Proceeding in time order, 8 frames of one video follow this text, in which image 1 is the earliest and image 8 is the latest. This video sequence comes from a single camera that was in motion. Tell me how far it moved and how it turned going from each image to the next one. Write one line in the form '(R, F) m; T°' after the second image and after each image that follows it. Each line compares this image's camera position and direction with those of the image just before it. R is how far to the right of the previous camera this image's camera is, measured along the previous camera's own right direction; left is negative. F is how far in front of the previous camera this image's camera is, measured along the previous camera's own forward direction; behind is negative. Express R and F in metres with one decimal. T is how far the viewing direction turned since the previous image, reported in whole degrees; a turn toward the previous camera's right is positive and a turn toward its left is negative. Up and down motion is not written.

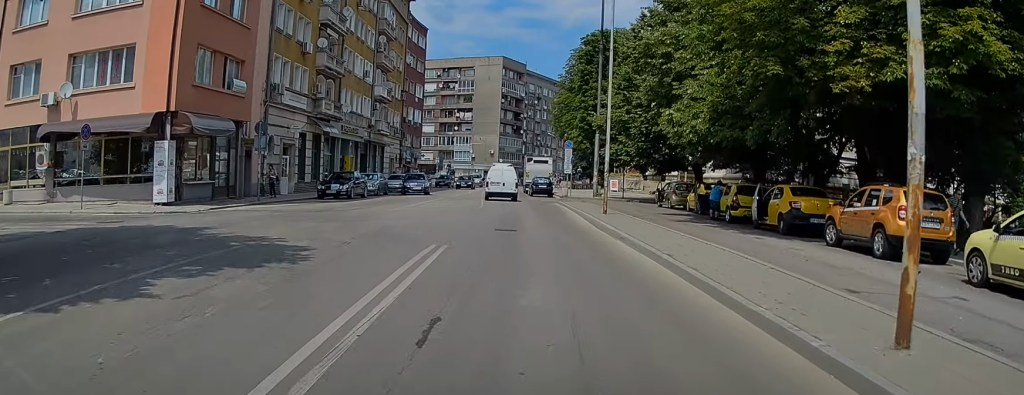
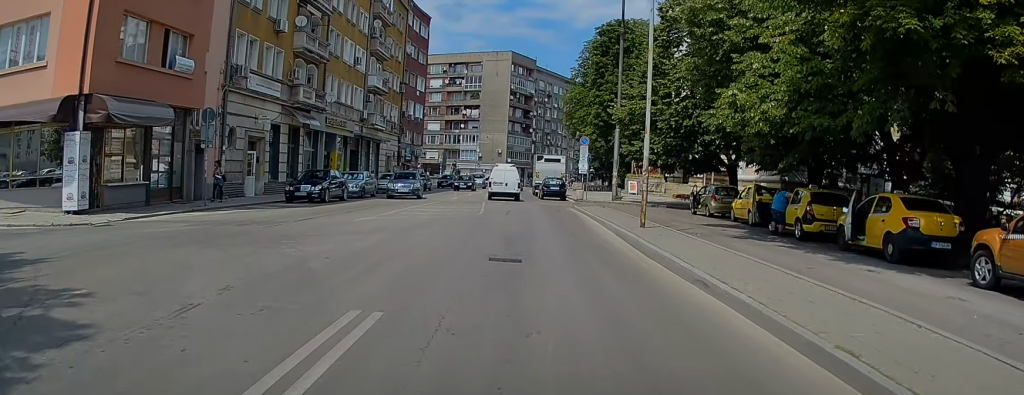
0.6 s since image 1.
(0.0, +6.4) m; -2°
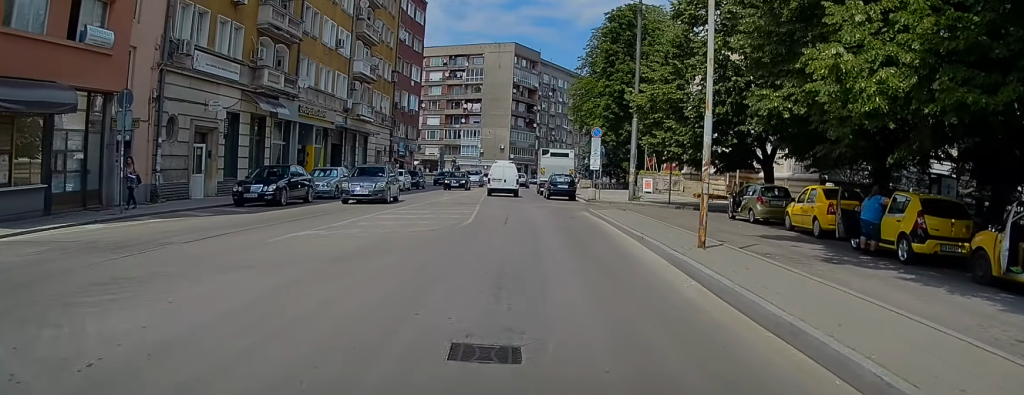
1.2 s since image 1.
(-0.2, +6.0) m; -1°
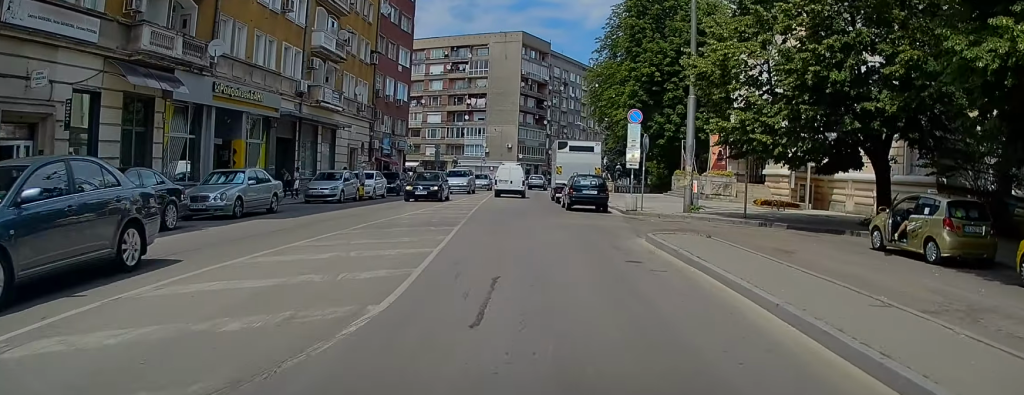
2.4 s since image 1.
(-0.2, +11.8) m; -1°
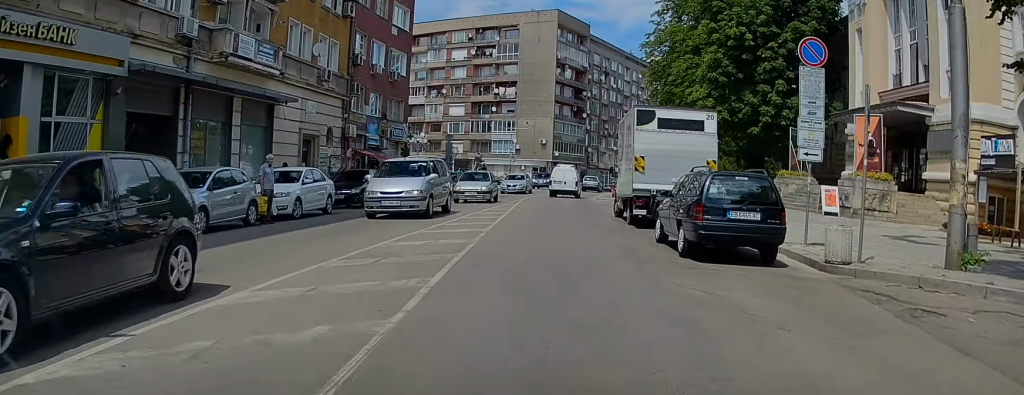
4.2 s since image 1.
(-0.2, +16.2) m; -1°
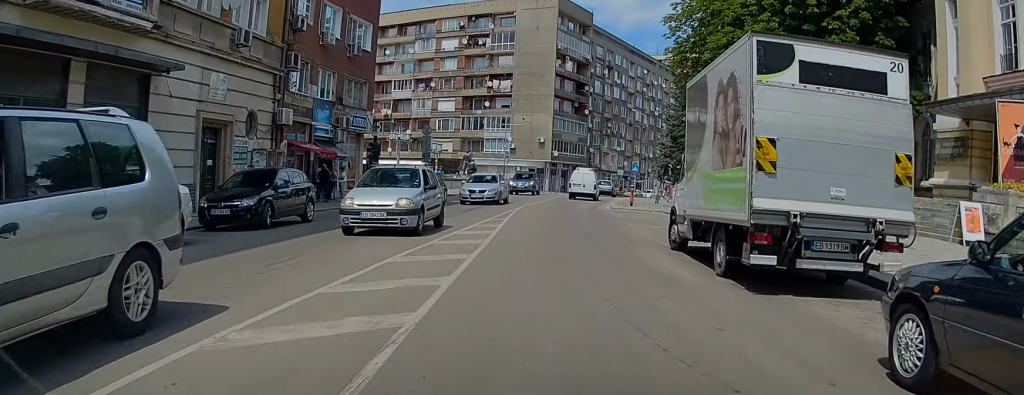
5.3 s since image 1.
(+0.1, +10.1) m; +1°
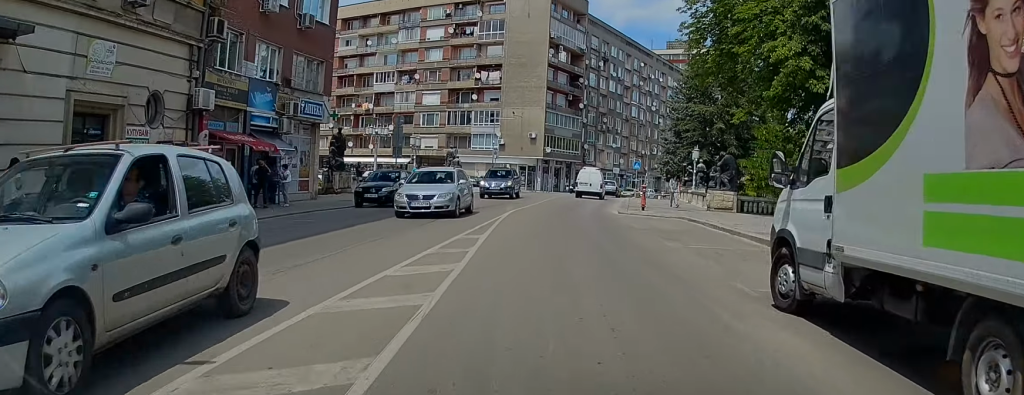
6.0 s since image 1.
(+0.1, +6.8) m; 0°
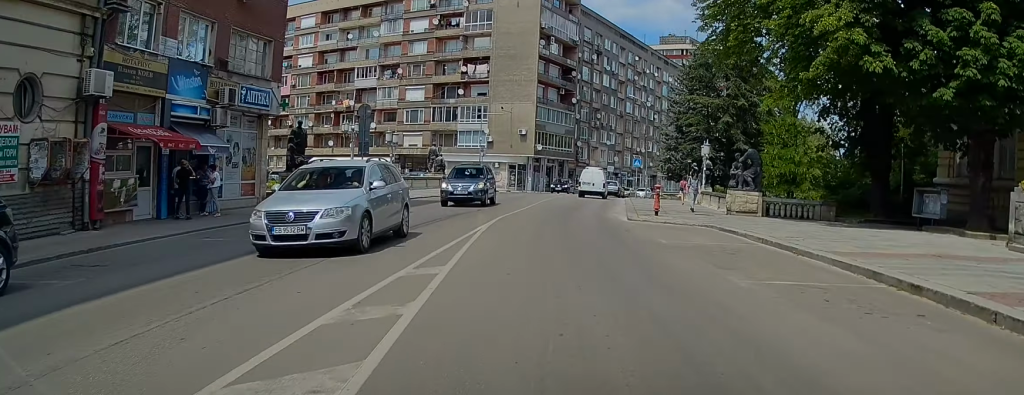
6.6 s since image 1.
(-0.3, +5.6) m; -1°
